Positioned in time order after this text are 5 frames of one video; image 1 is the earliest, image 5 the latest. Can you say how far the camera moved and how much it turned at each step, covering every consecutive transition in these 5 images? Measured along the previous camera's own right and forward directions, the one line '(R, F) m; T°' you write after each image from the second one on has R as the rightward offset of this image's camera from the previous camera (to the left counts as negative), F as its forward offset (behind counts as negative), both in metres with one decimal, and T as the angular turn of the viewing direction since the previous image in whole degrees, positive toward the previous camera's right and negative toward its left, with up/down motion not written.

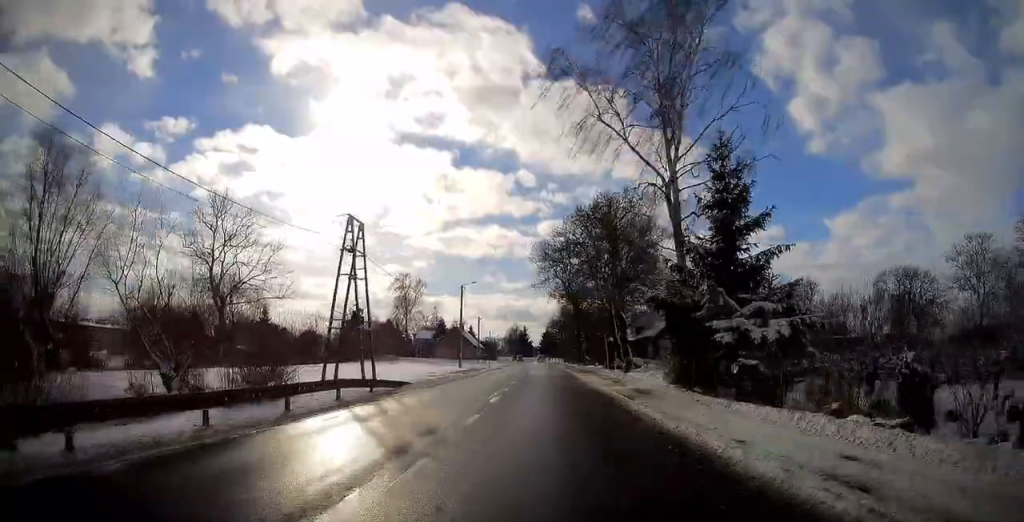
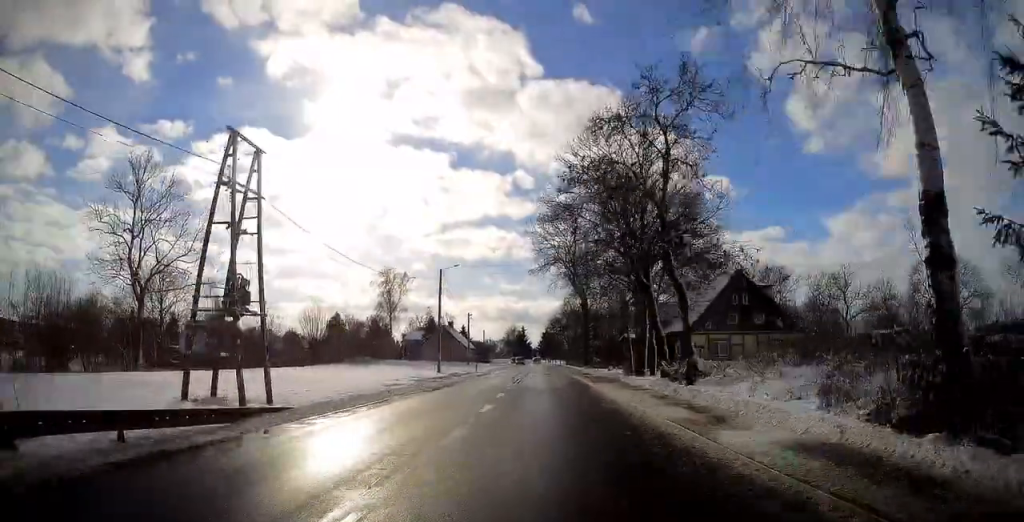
(0.0, +14.6) m; 0°
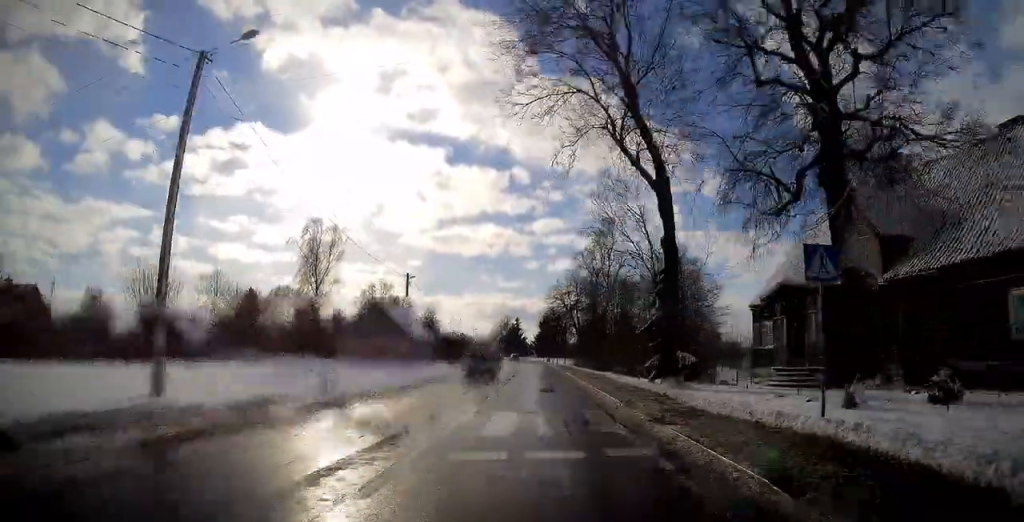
(+0.2, +42.7) m; 0°
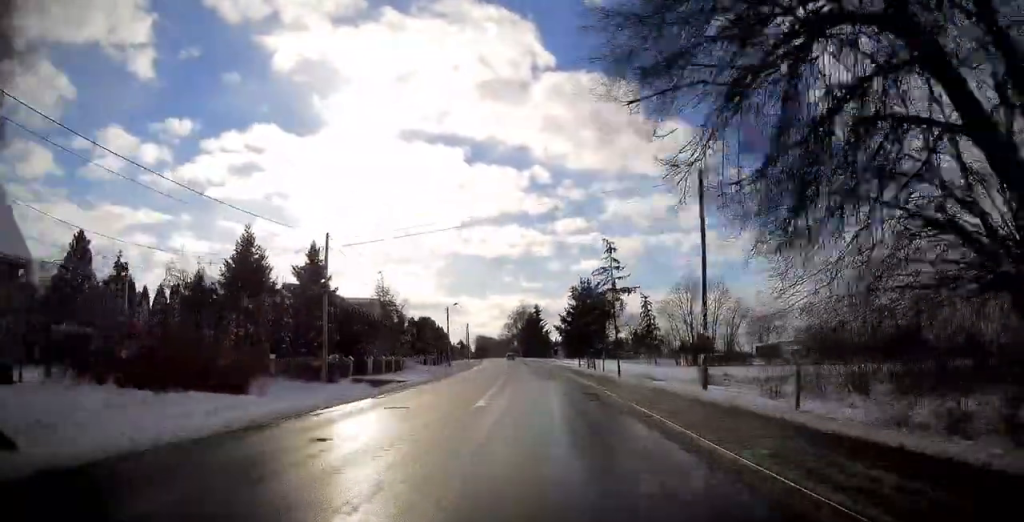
(-1.3, +67.6) m; -3°
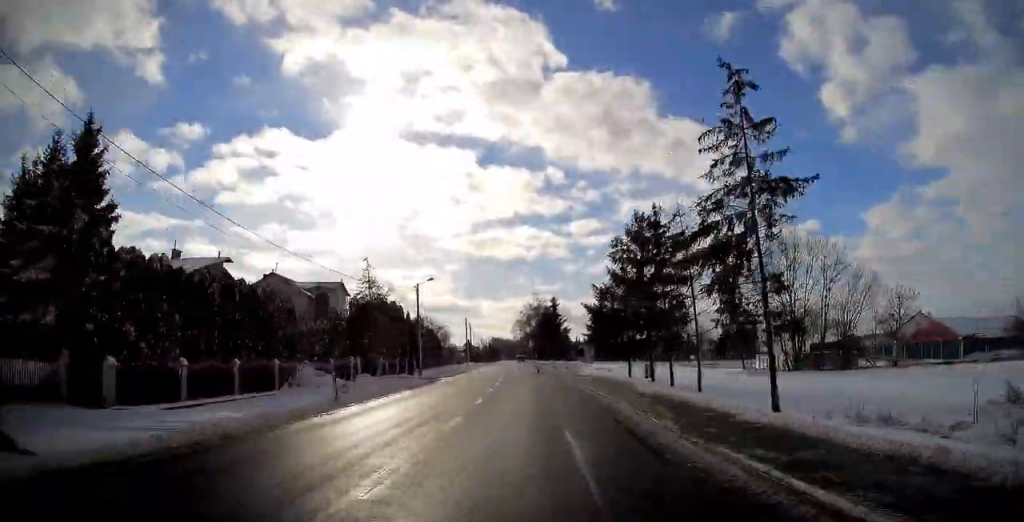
(-0.4, +28.7) m; -2°
